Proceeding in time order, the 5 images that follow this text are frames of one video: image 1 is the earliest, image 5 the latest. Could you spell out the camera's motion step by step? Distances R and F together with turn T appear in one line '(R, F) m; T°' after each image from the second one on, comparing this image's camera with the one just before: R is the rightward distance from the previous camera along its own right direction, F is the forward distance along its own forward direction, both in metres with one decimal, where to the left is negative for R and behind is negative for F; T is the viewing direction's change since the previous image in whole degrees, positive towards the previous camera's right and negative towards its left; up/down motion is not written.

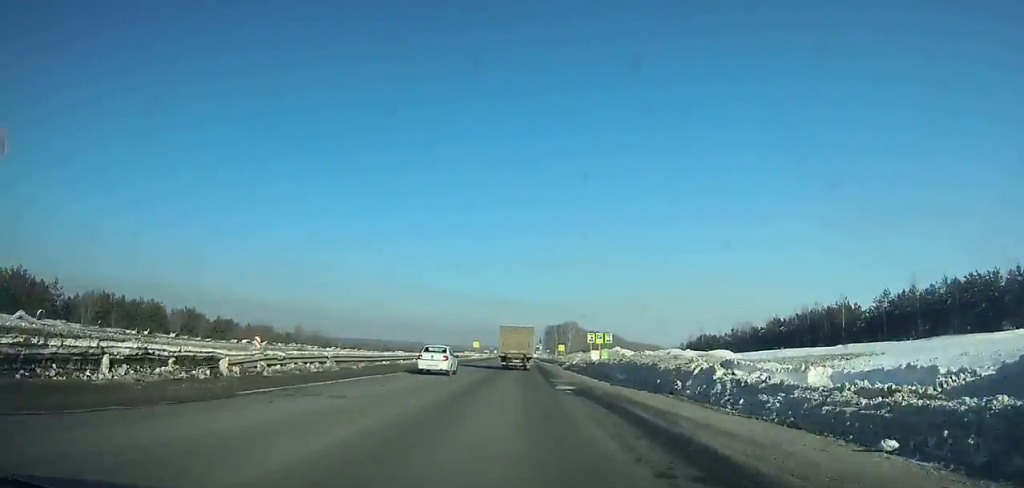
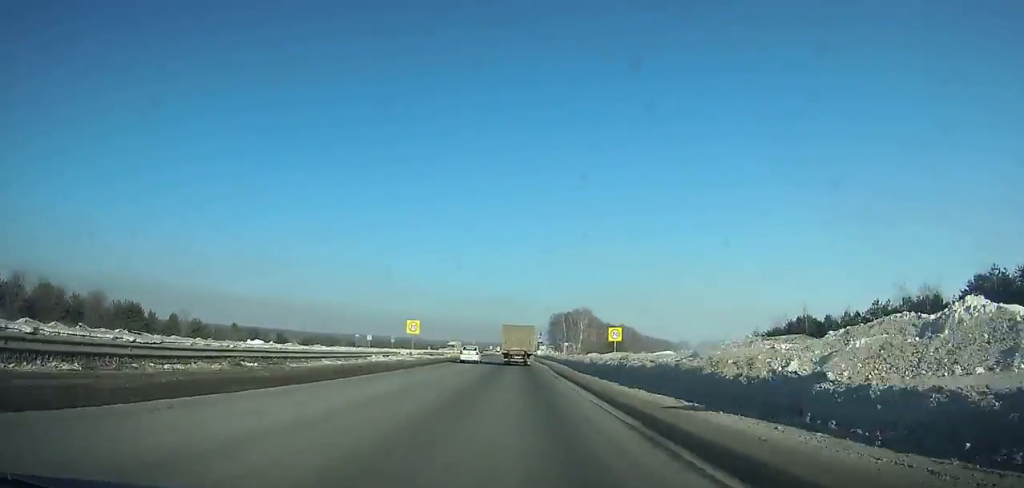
(0.0, +72.6) m; 0°
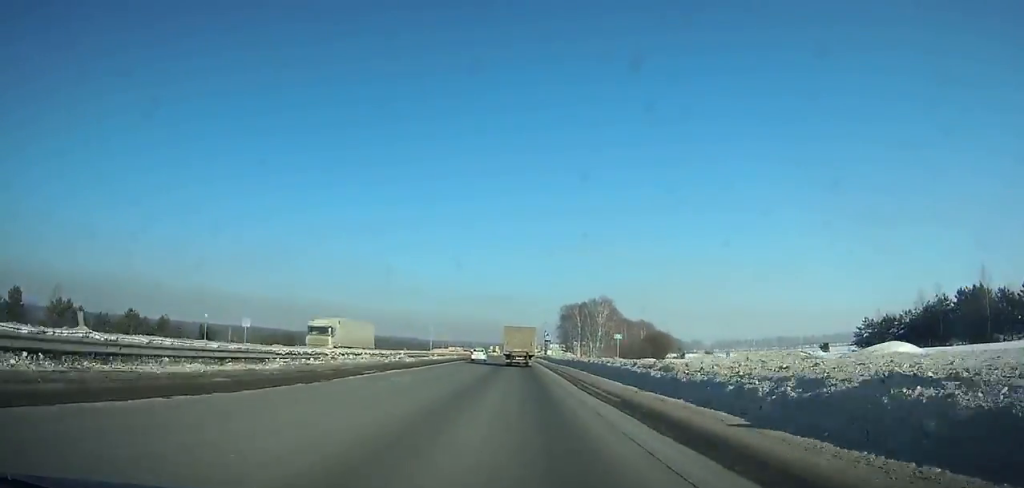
(0.0, +52.3) m; 0°
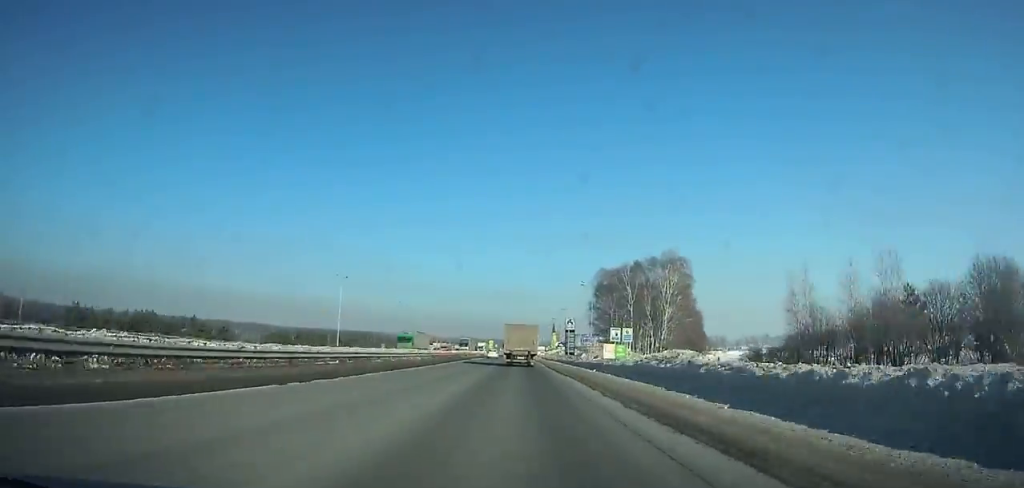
(0.0, +87.2) m; 0°
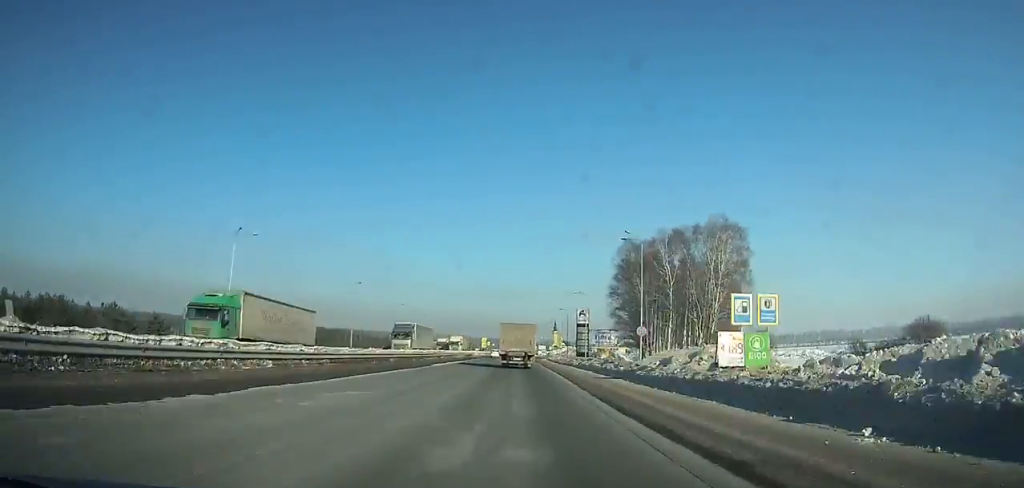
(-0.1, +28.2) m; 0°
